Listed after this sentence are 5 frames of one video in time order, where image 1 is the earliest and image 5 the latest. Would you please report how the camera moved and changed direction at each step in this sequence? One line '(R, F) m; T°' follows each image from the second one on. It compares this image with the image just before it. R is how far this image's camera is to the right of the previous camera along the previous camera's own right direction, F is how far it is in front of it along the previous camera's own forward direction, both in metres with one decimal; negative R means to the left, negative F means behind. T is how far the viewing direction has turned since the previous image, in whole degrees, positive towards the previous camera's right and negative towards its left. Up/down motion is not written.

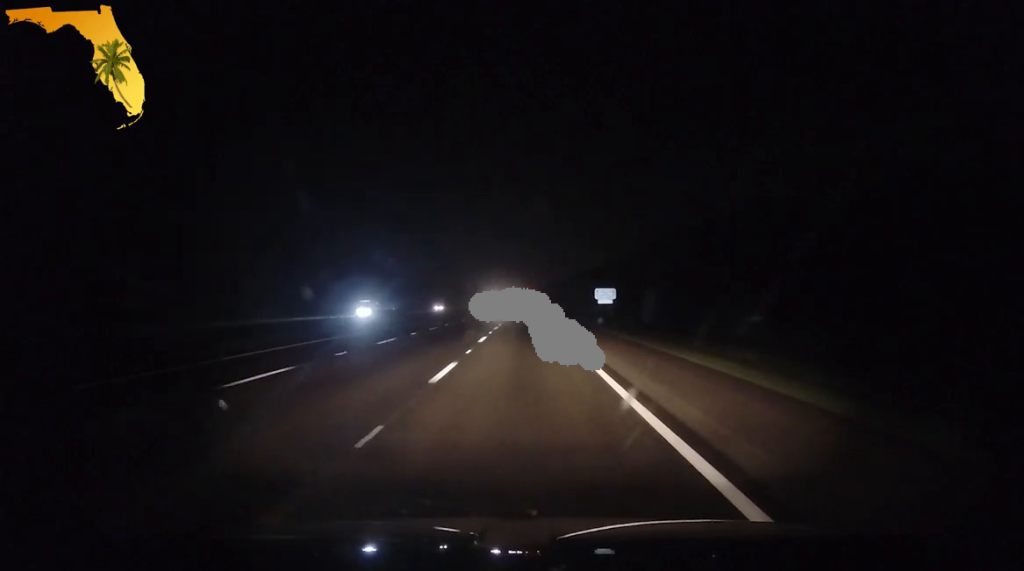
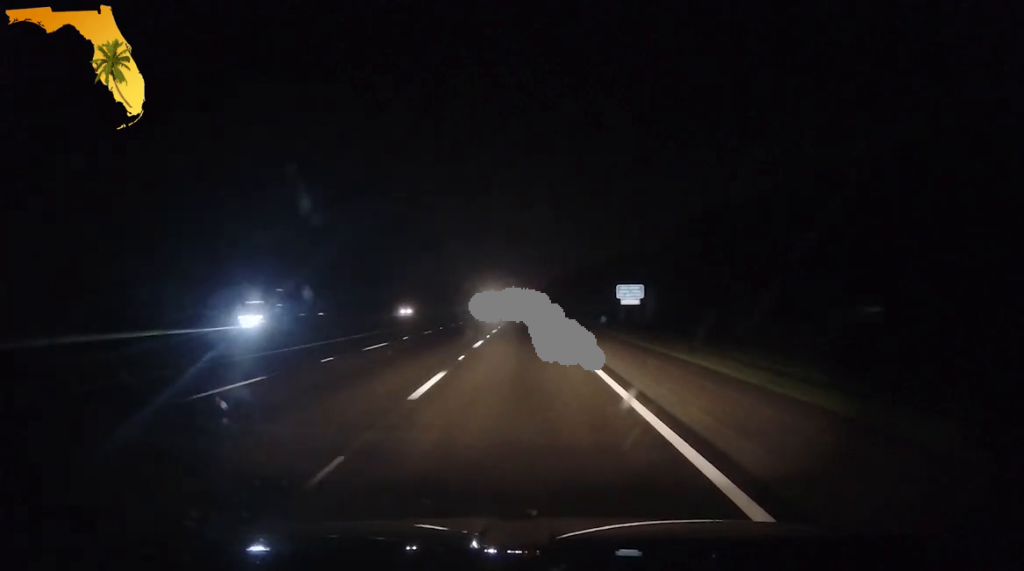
(0.0, +26.3) m; -1°
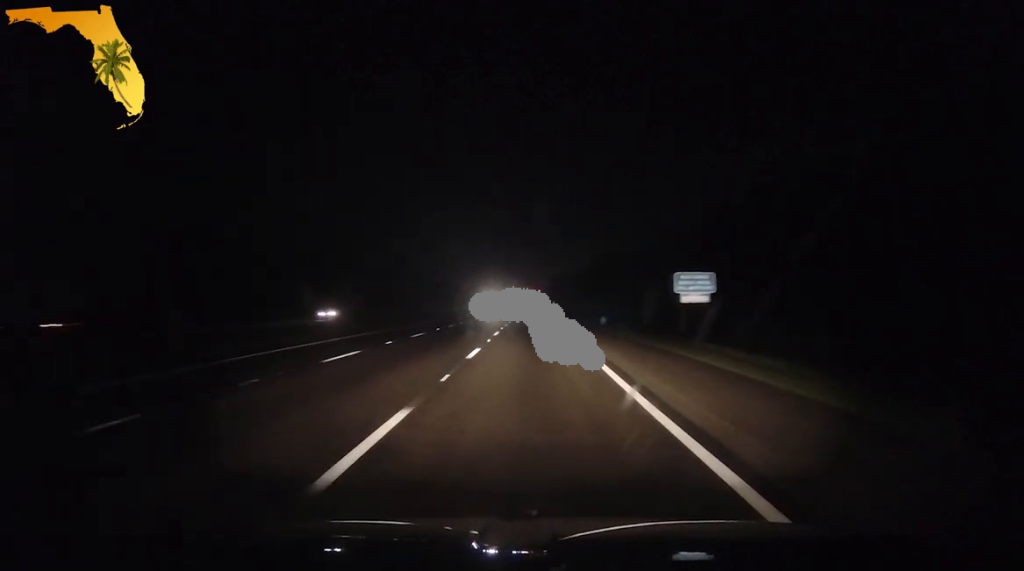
(-0.4, +29.8) m; -1°
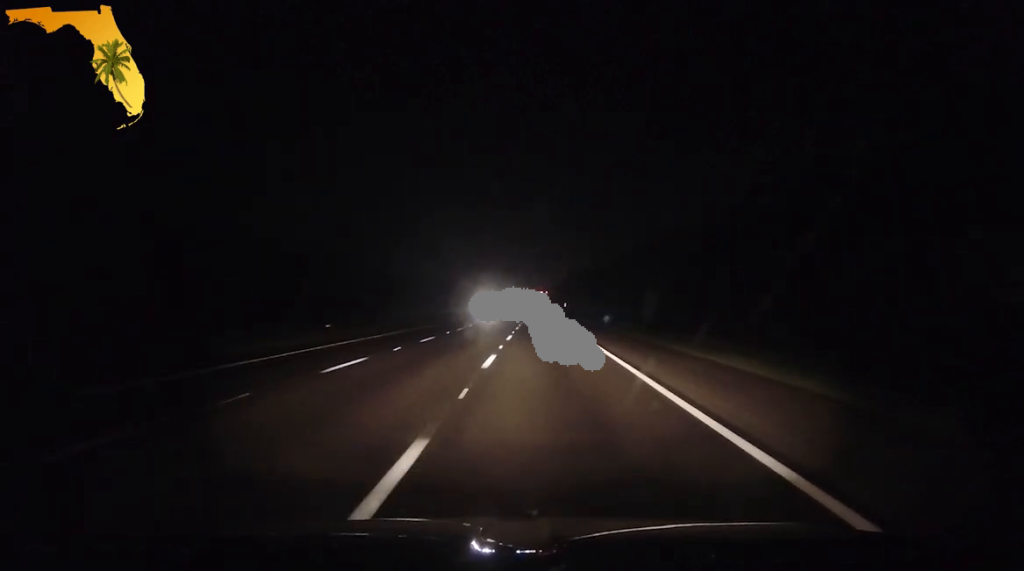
(+0.2, +39.0) m; 0°
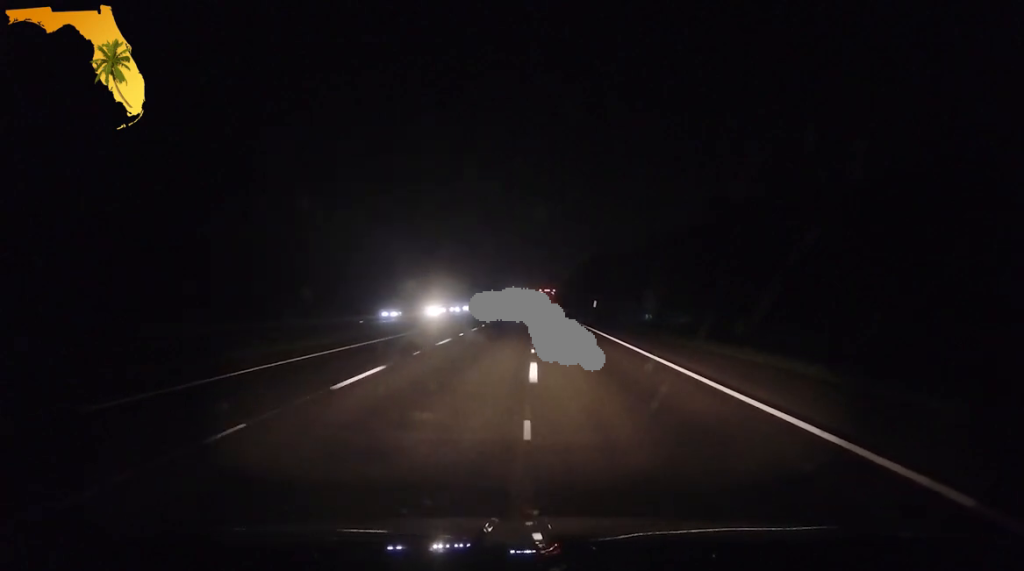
(-0.1, +76.6) m; 0°
